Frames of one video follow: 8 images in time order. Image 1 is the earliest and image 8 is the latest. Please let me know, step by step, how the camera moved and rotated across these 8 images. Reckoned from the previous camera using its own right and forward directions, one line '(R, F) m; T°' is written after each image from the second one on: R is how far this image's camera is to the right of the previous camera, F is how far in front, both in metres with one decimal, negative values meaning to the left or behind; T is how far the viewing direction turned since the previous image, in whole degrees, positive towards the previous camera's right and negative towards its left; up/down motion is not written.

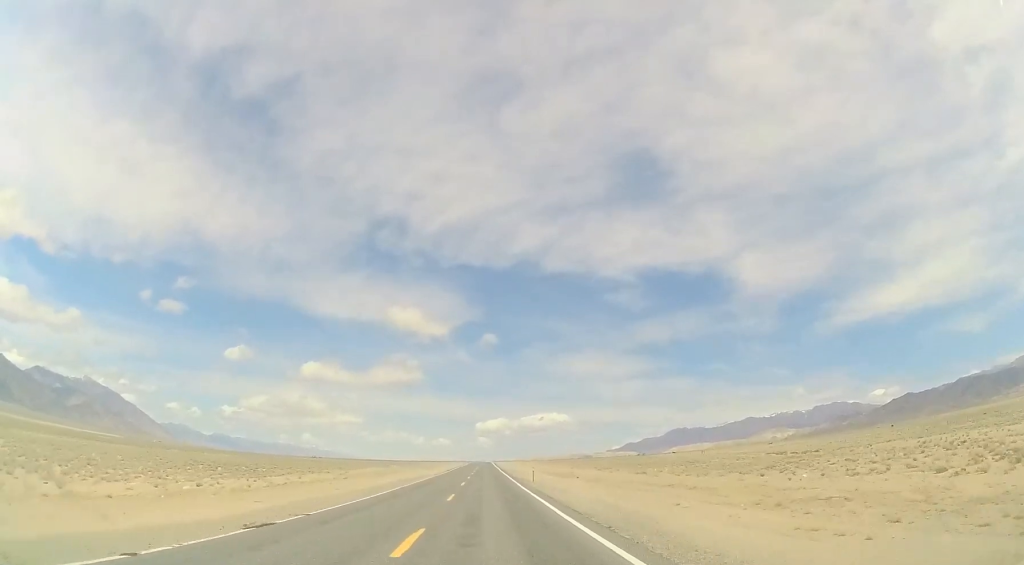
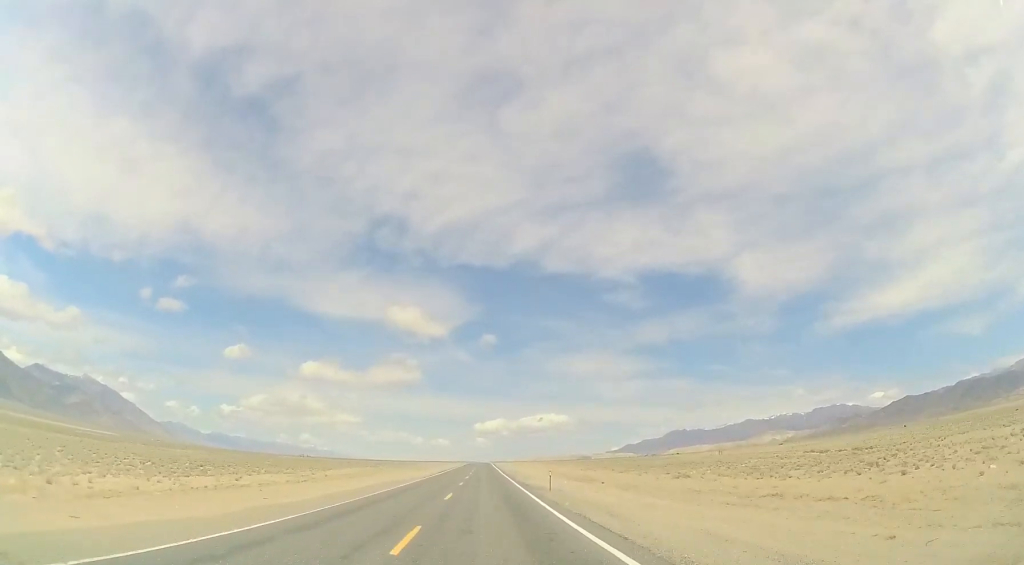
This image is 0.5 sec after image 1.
(+0.1, +14.0) m; 0°
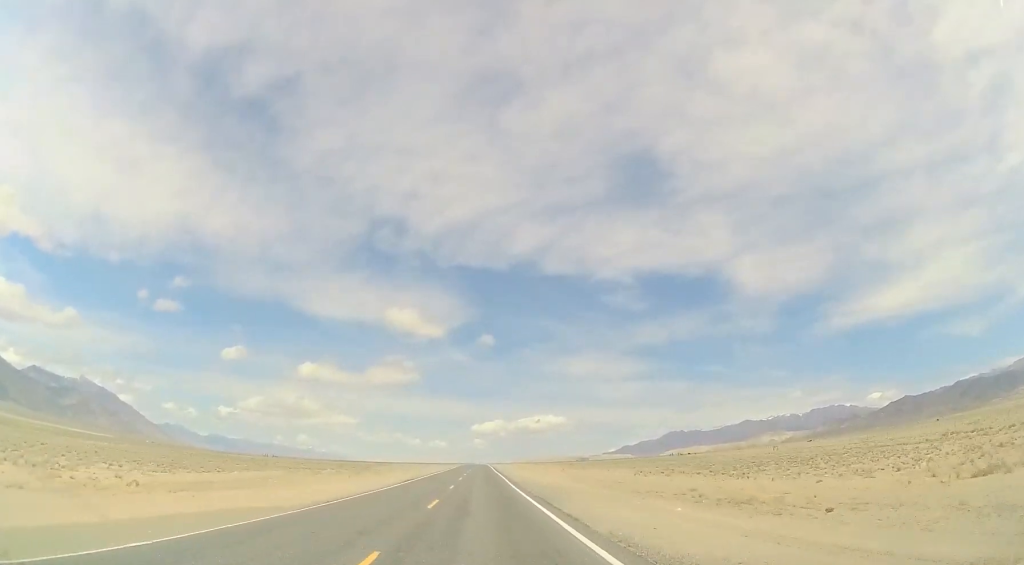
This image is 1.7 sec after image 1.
(-0.3, +33.3) m; -1°
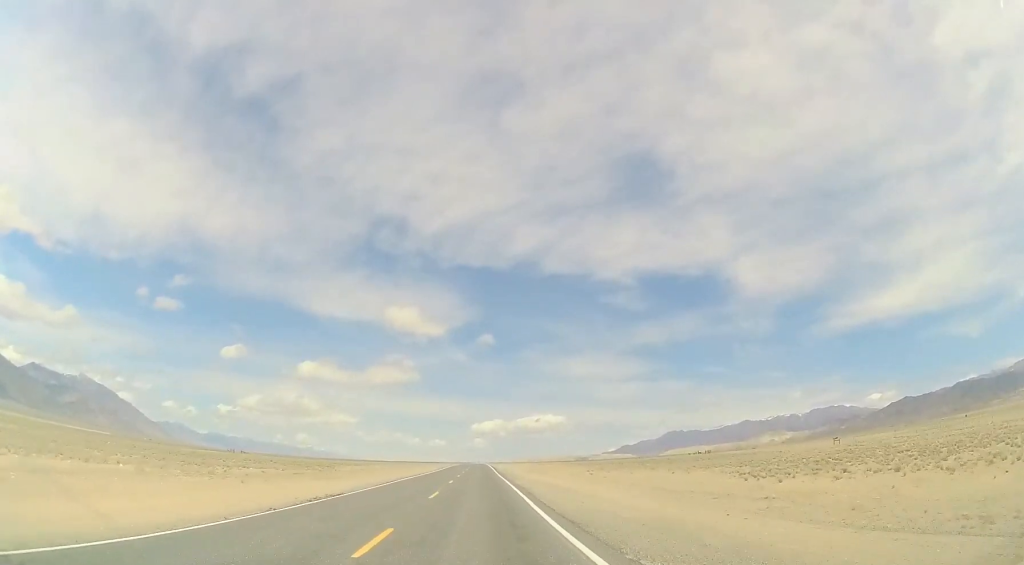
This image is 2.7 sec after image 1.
(0.0, +24.6) m; +1°
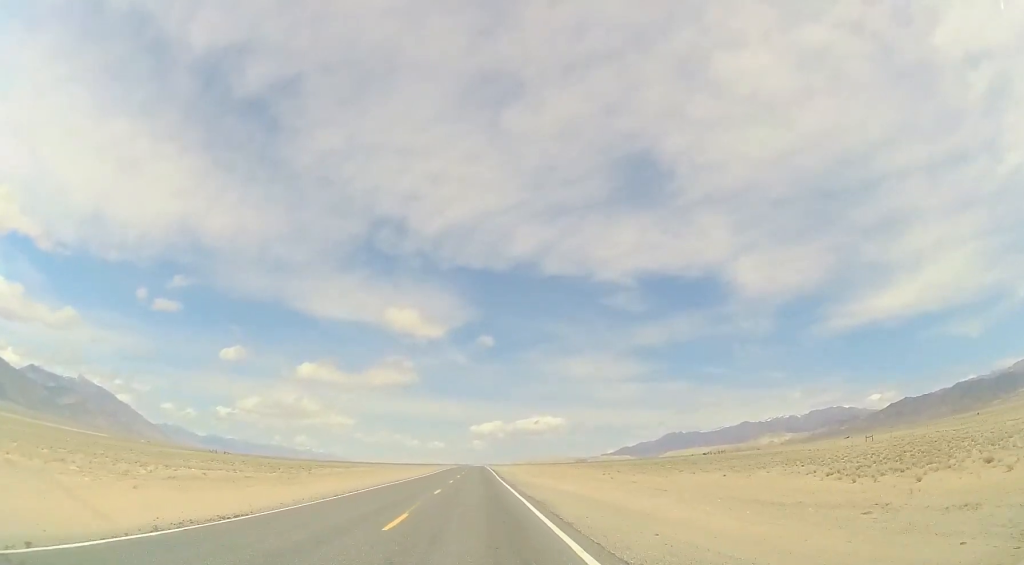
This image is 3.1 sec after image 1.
(+0.2, +10.2) m; 0°
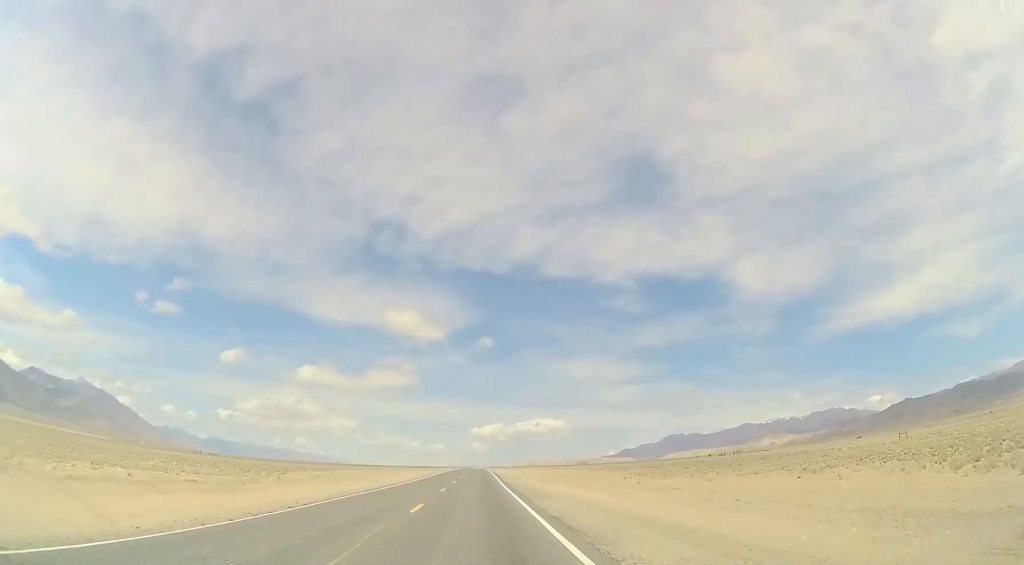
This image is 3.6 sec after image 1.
(+0.1, +9.5) m; 0°
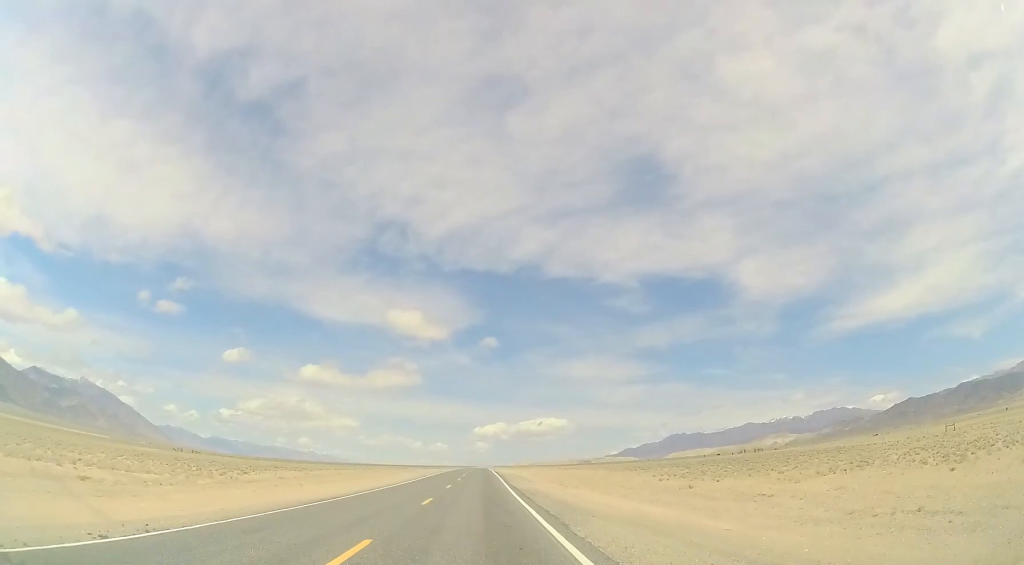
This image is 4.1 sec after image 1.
(-0.1, +10.1) m; -1°
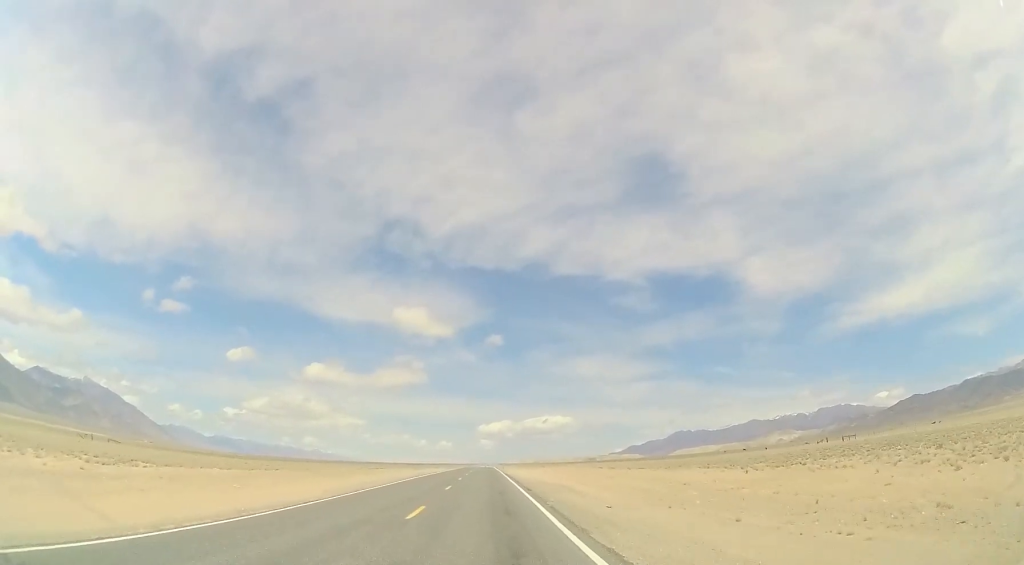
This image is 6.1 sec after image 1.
(-0.2, +32.9) m; 0°
